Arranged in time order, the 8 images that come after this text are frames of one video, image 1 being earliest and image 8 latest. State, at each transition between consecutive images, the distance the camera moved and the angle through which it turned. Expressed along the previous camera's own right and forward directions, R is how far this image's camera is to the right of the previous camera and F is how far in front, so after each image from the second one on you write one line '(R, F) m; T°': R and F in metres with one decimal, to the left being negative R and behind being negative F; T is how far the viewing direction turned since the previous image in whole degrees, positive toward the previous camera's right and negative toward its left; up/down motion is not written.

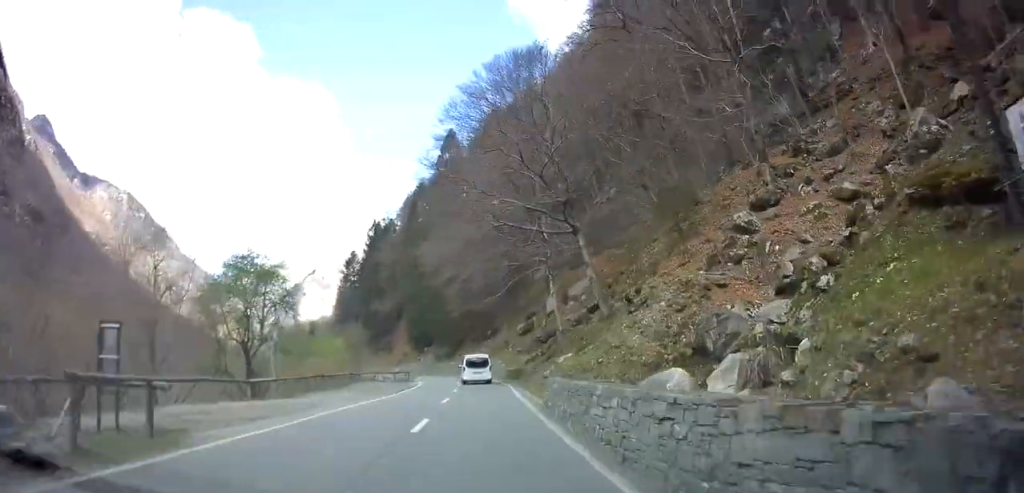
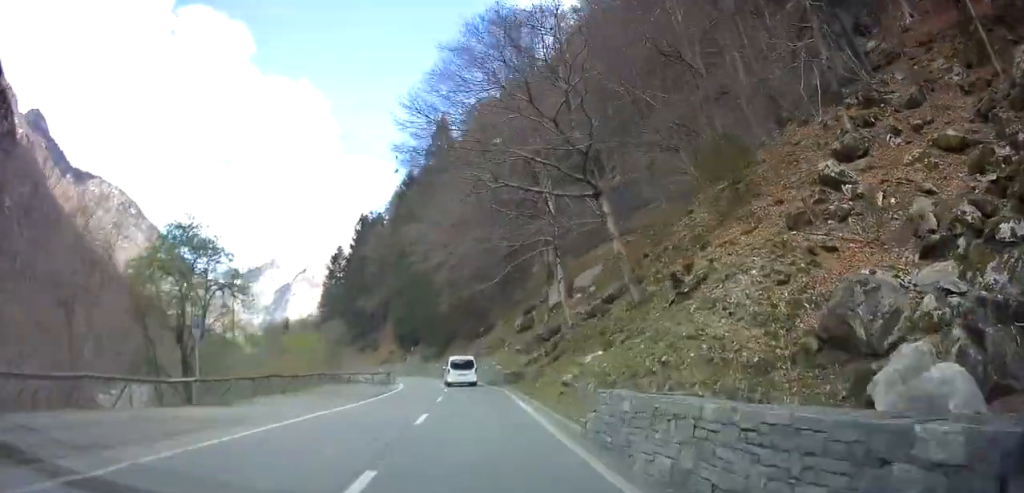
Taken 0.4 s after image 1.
(+0.1, +7.3) m; +1°
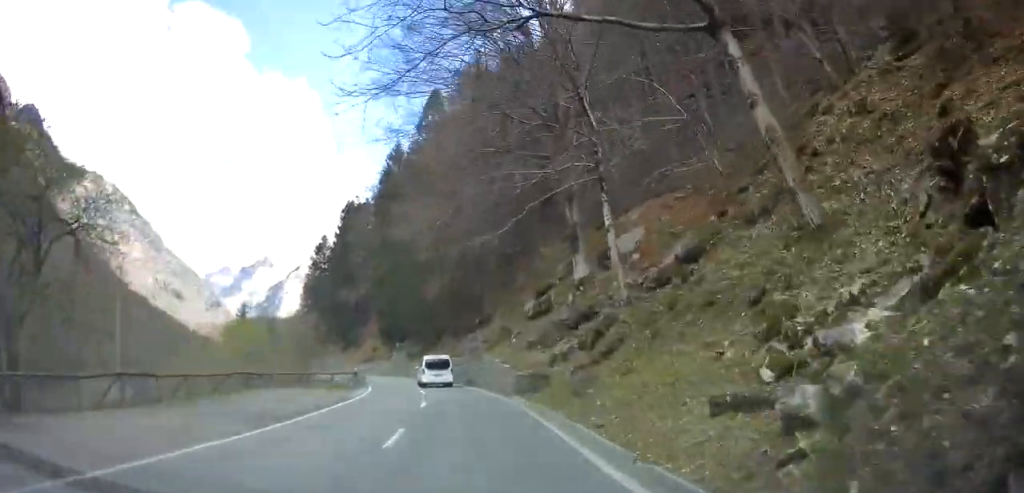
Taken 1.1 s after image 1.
(-0.1, +11.9) m; +1°
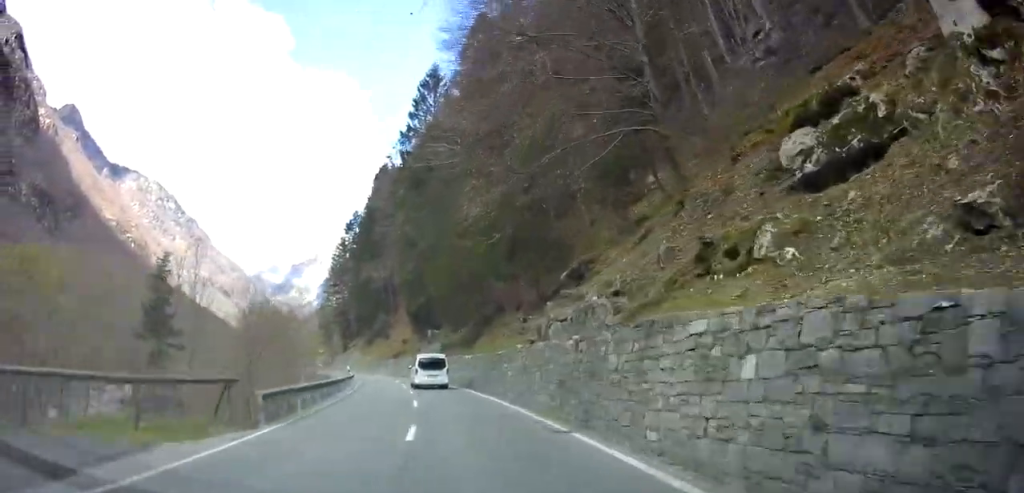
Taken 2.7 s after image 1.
(+0.4, +26.1) m; -2°
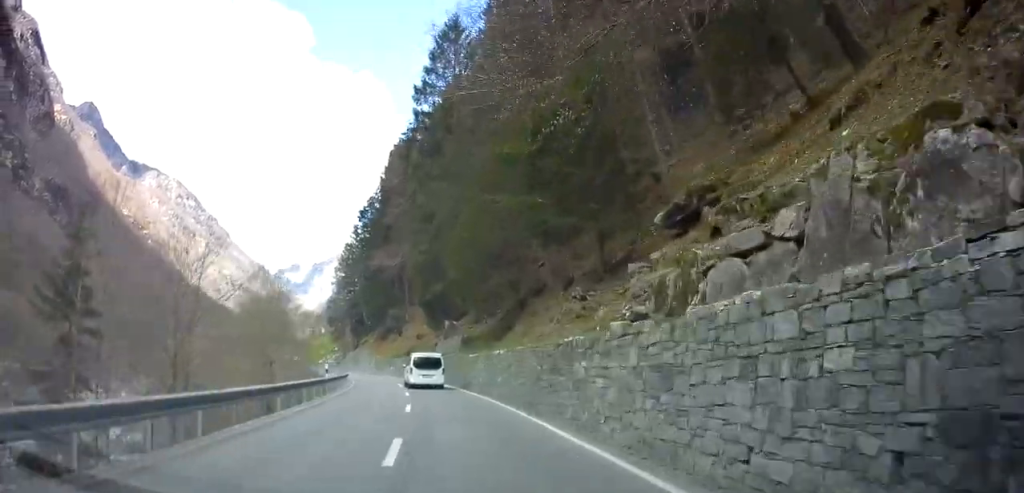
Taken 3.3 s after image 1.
(-0.2, +11.2) m; -3°
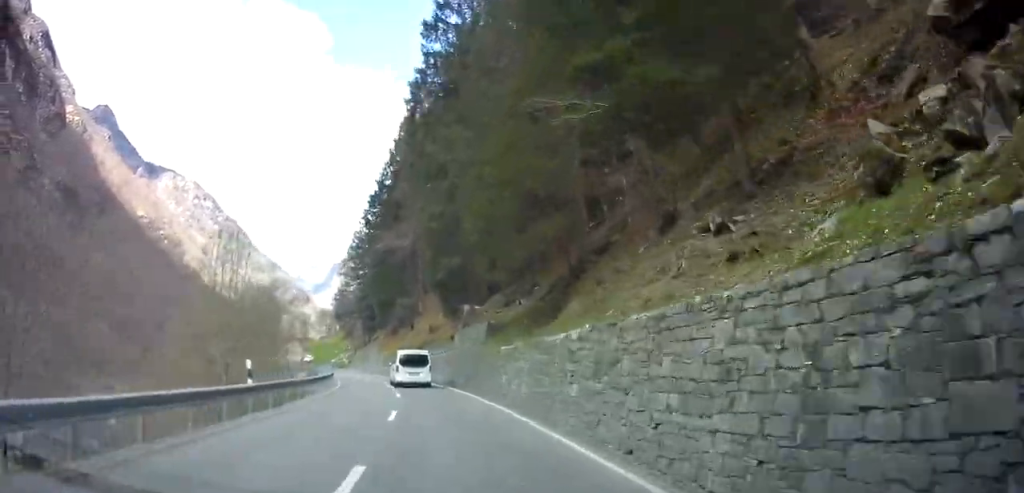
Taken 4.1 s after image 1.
(-0.4, +12.1) m; -4°
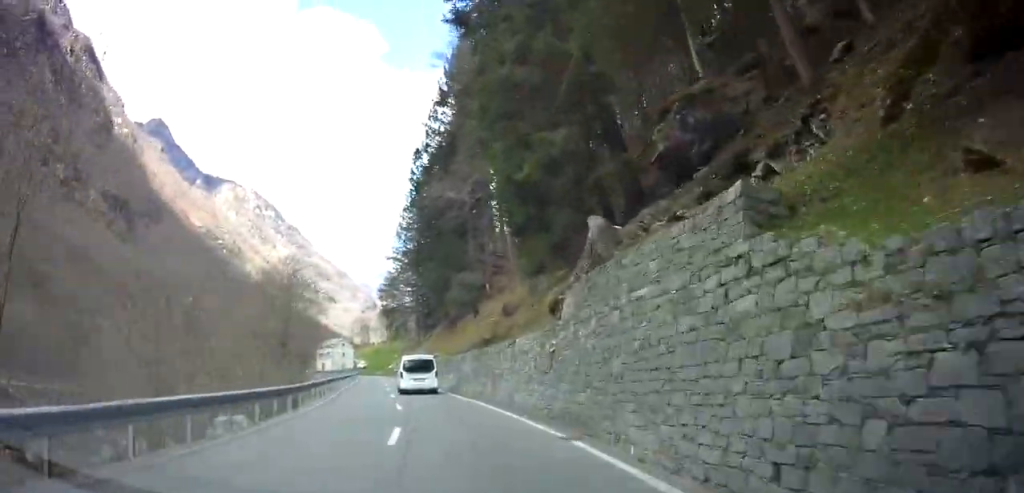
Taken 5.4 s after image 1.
(-1.4, +21.3) m; -7°
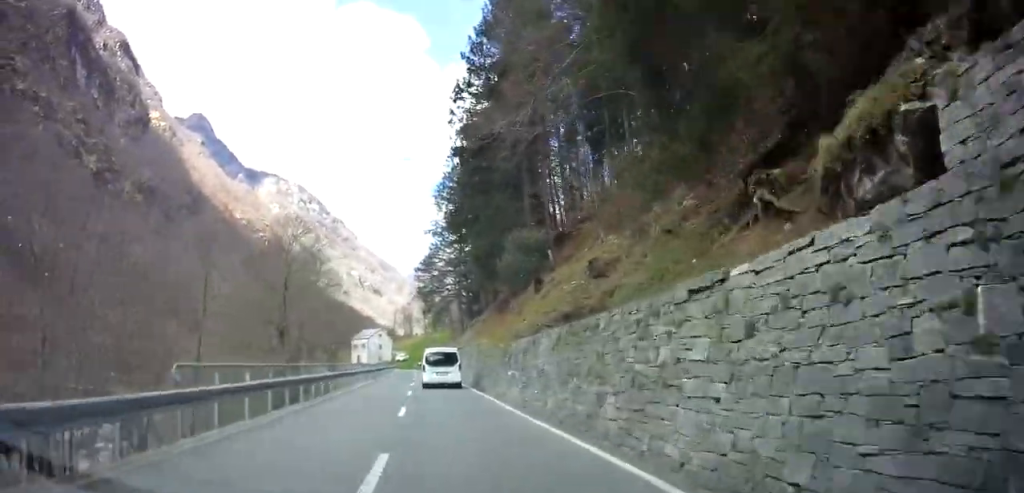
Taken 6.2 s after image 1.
(-0.3, +13.0) m; -4°
